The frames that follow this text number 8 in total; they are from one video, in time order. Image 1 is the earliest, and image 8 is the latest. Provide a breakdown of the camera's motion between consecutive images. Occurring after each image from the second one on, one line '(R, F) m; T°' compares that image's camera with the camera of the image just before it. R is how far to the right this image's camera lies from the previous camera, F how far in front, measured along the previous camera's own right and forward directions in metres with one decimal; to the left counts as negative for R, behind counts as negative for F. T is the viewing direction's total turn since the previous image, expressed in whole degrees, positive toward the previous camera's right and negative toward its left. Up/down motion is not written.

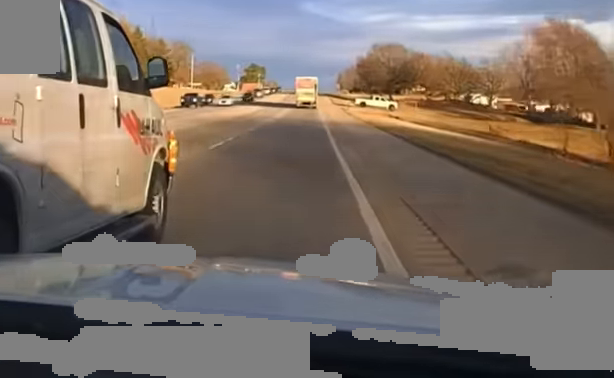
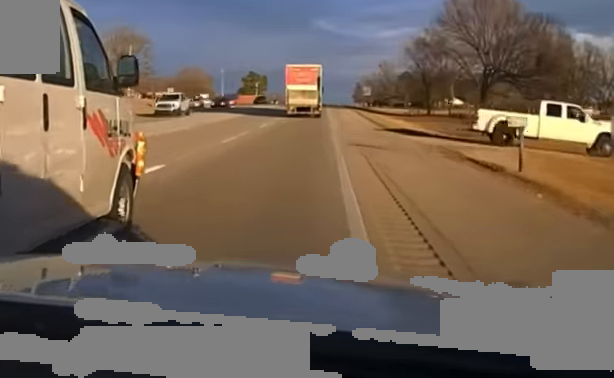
(-0.6, +84.5) m; -1°
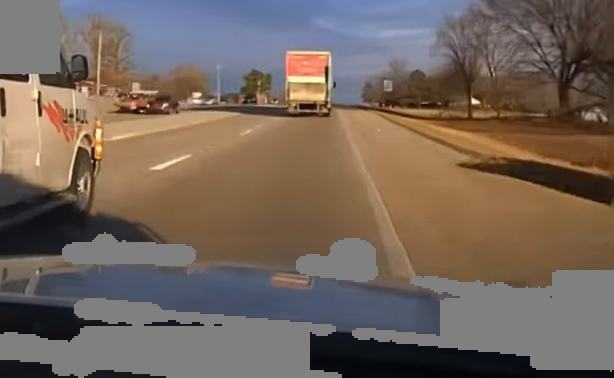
(+0.1, +23.8) m; 0°
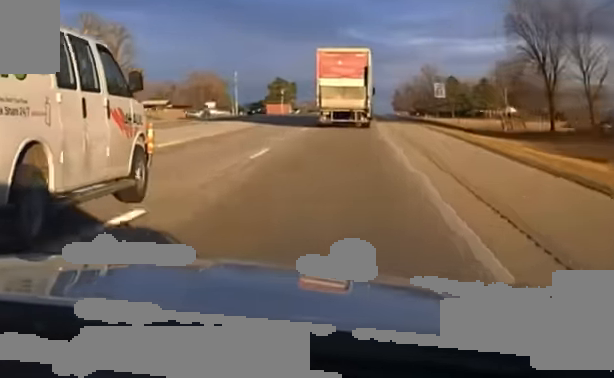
(-0.2, +19.6) m; -1°
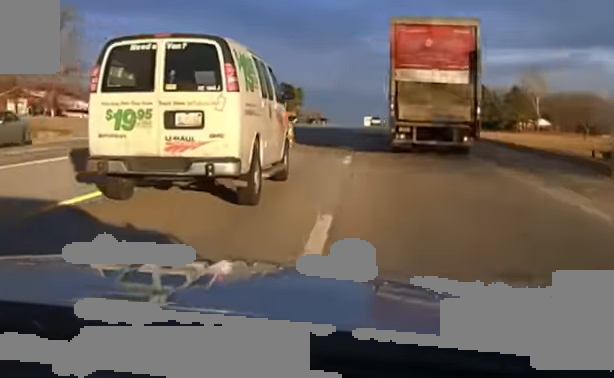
(-0.5, +38.1) m; -1°
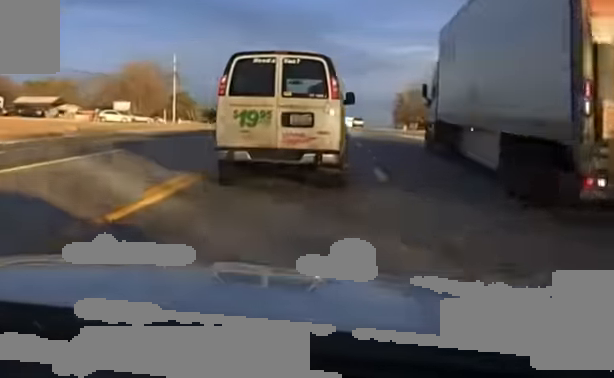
(-0.3, +27.8) m; 0°
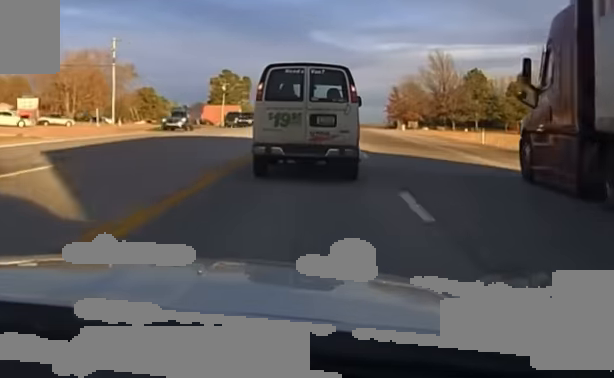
(-0.1, +27.9) m; +1°
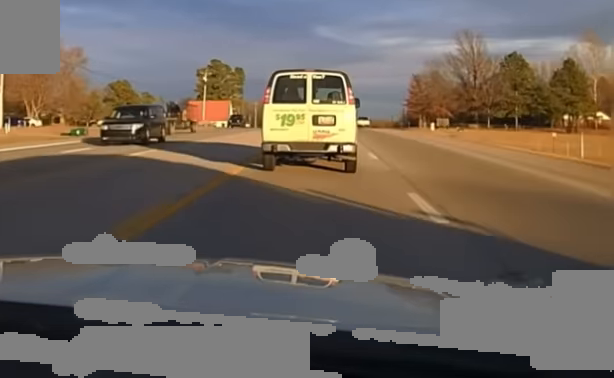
(+0.8, +36.7) m; +1°
